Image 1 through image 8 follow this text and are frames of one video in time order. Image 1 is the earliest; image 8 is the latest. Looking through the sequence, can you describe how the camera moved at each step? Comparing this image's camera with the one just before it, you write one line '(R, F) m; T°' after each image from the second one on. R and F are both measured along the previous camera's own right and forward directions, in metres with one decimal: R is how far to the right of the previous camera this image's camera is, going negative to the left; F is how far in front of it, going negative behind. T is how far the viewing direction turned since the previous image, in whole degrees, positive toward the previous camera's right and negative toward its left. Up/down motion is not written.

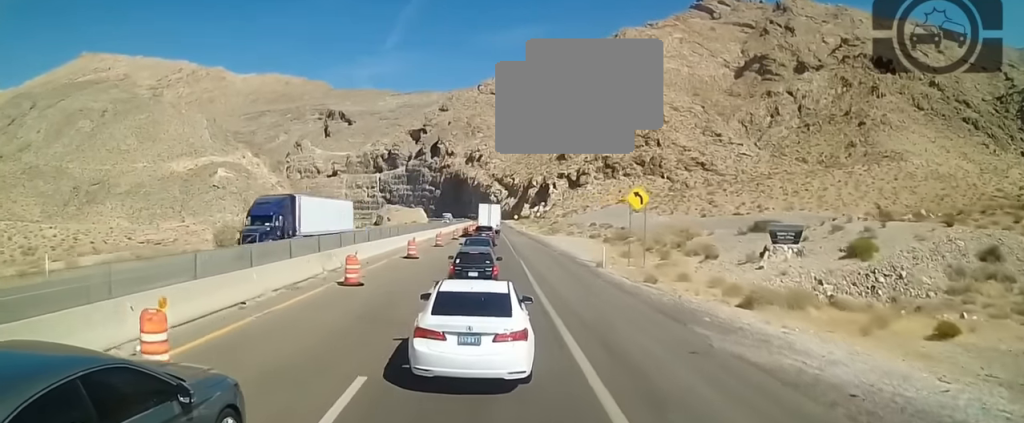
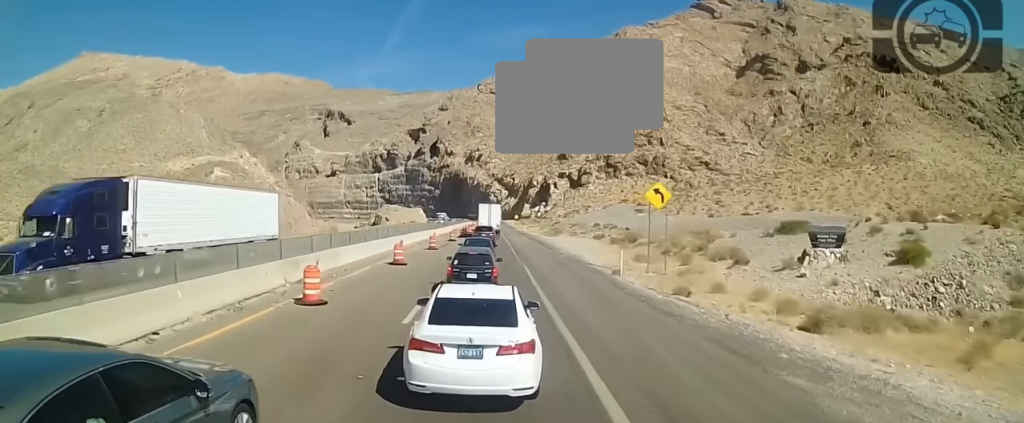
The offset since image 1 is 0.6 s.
(0.0, +4.4) m; 0°
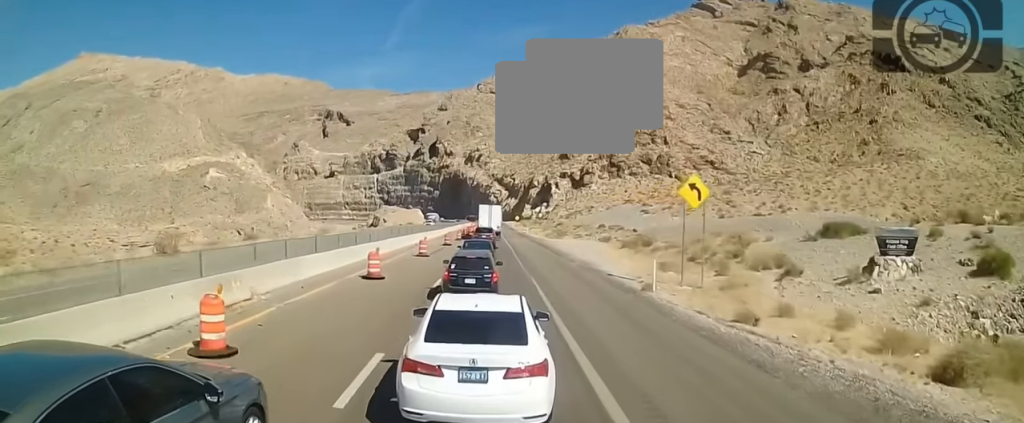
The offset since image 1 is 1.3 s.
(-0.2, +5.6) m; -2°
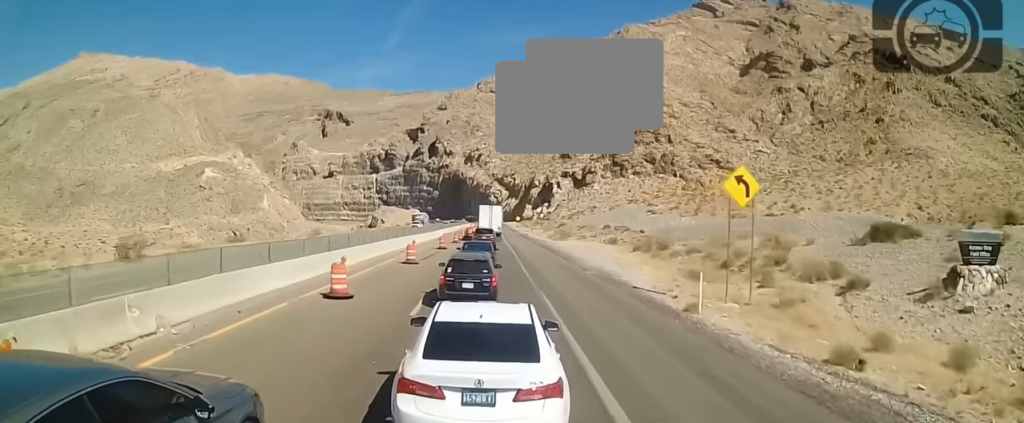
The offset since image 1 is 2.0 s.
(0.0, +5.0) m; 0°
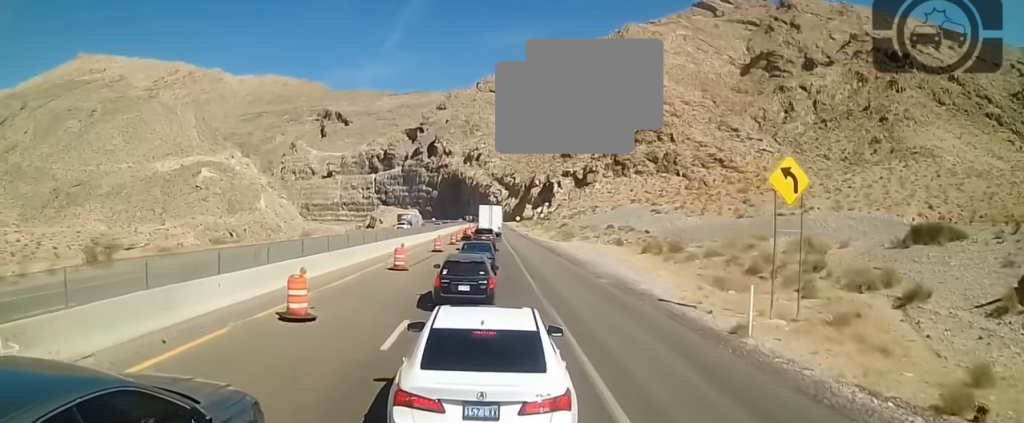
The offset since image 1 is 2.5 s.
(0.0, +3.7) m; 0°
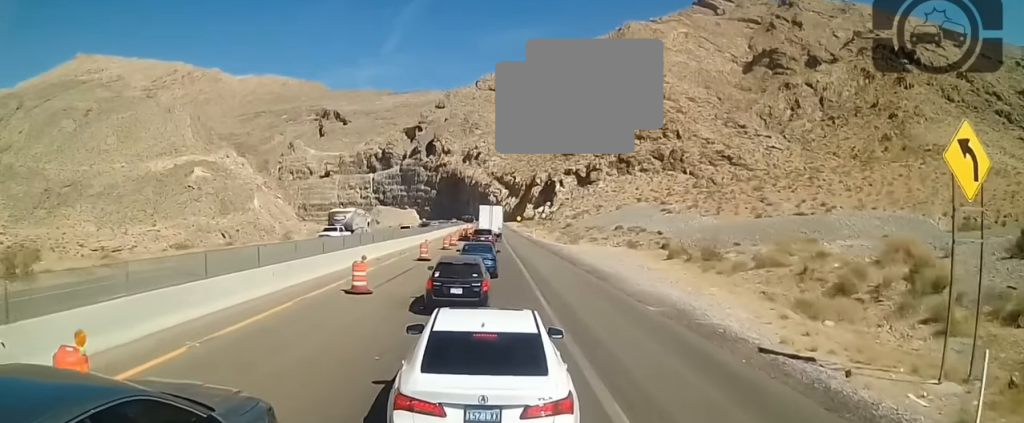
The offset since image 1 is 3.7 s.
(0.0, +8.6) m; 0°
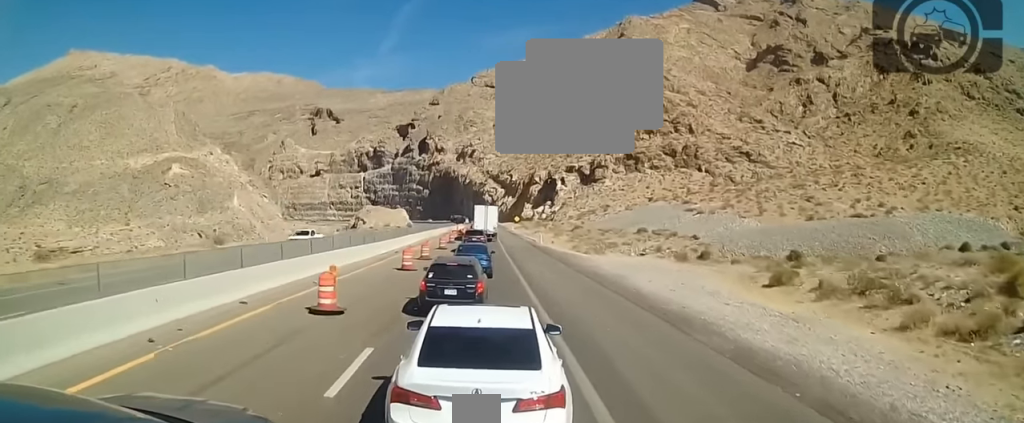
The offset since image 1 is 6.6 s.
(0.0, +19.8) m; 0°
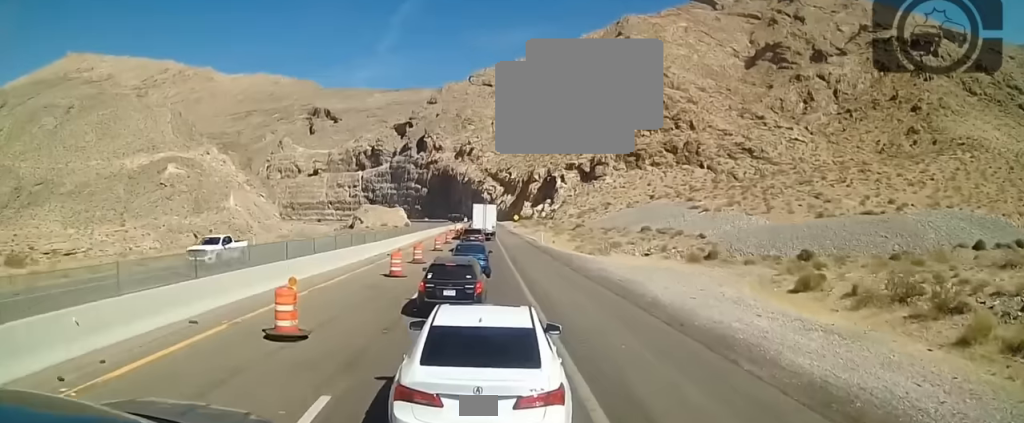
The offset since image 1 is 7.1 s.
(0.0, +3.0) m; 0°
